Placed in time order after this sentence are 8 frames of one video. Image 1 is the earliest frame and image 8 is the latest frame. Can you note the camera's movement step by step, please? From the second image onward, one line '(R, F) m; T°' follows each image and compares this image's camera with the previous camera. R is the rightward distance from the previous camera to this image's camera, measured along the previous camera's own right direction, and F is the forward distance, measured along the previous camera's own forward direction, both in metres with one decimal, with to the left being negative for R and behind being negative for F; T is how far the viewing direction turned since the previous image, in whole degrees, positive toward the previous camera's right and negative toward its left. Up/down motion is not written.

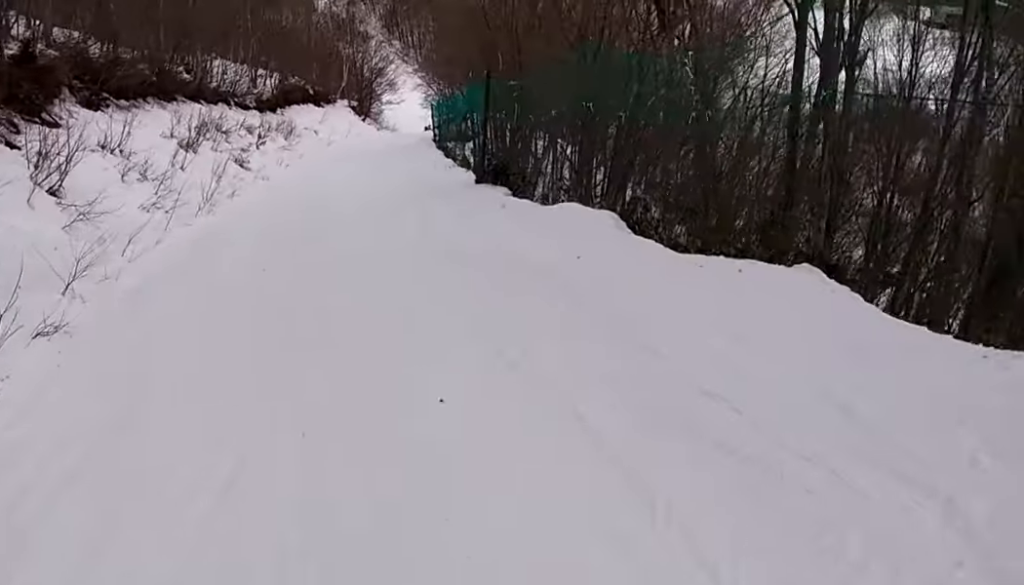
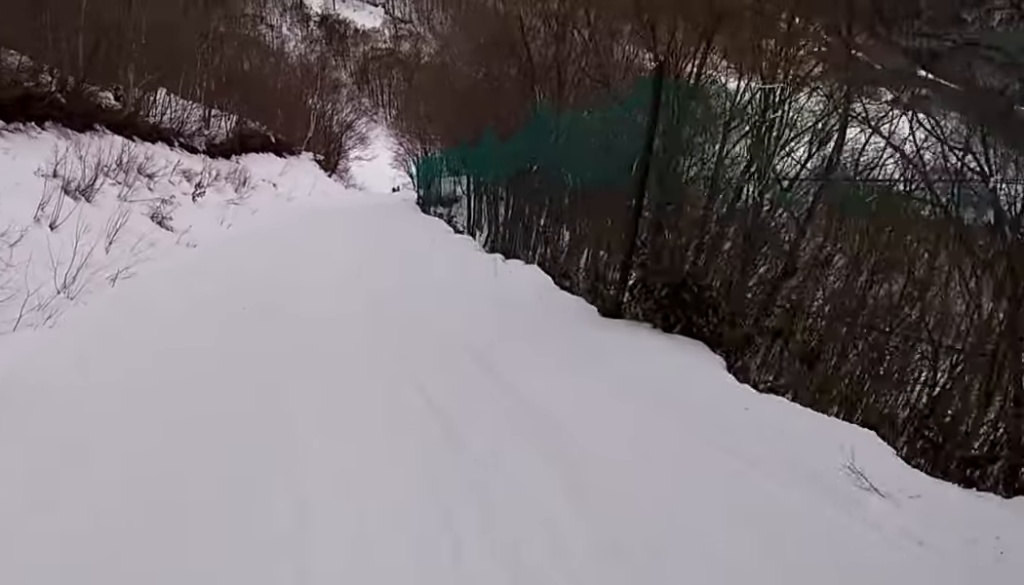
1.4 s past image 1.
(-0.3, +9.2) m; +1°
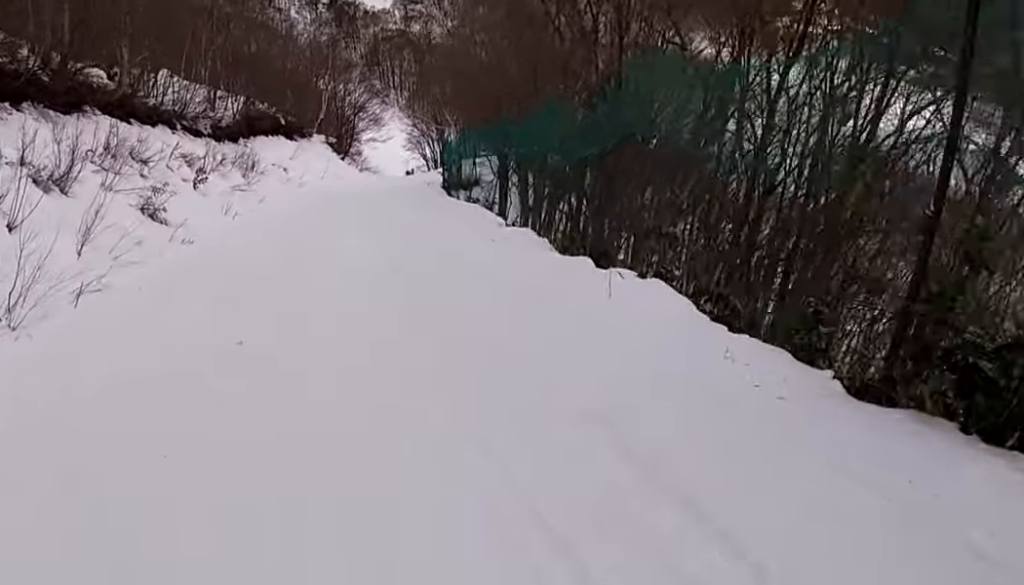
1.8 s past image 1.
(+0.1, +3.2) m; +5°
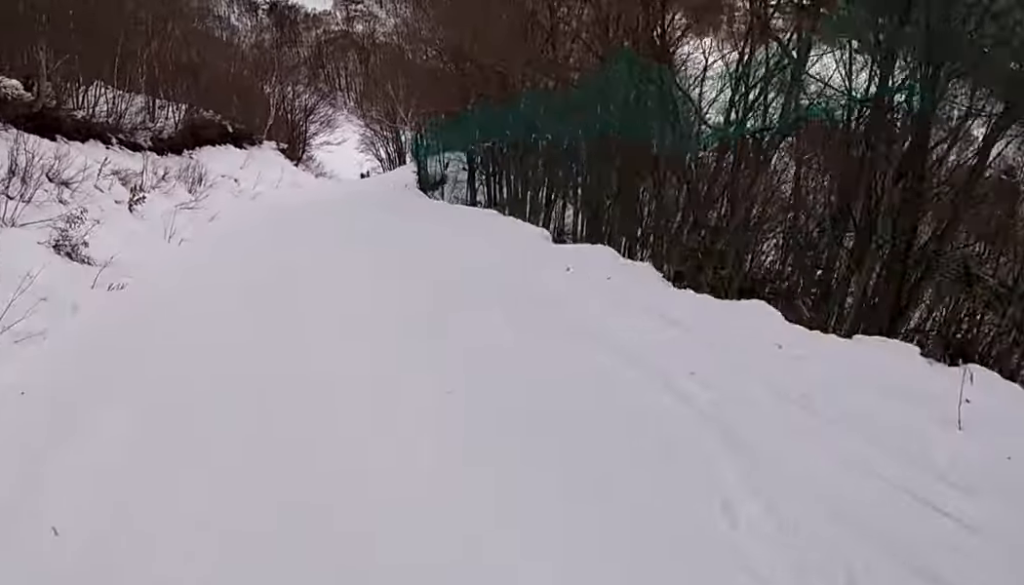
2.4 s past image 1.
(+0.1, +4.1) m; +5°
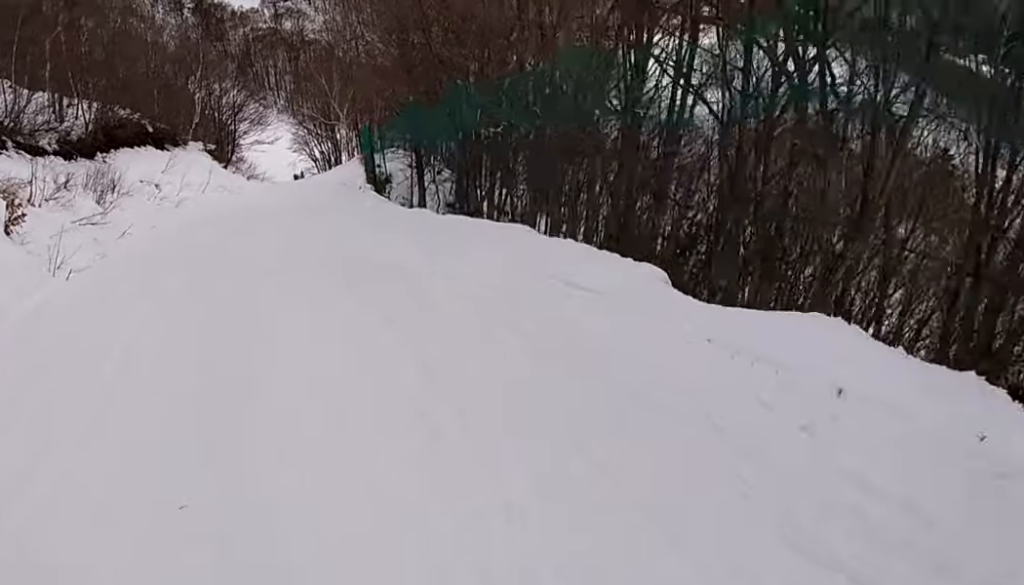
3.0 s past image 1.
(+0.6, +4.4) m; 0°
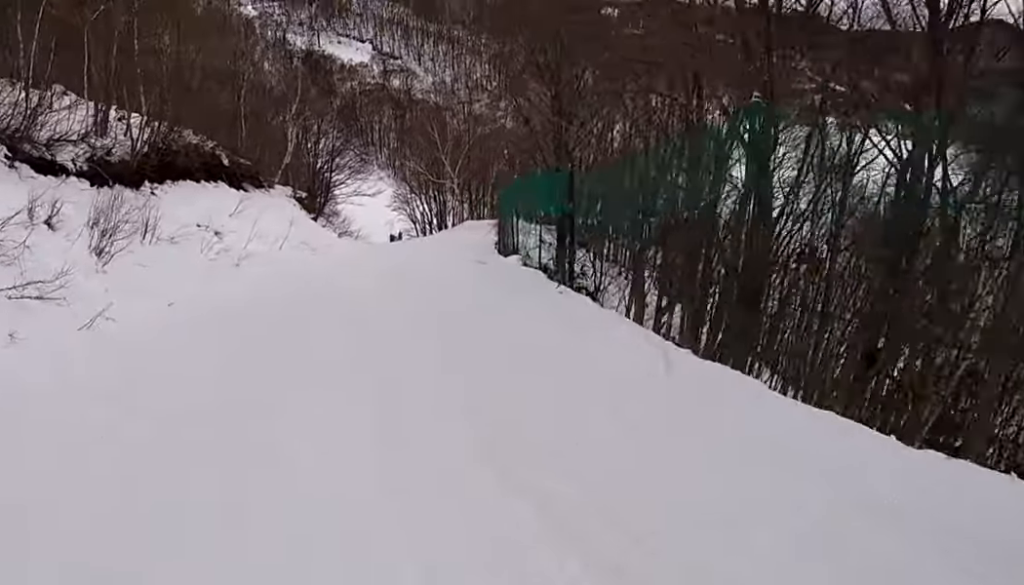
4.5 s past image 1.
(-1.0, +10.5) m; -8°
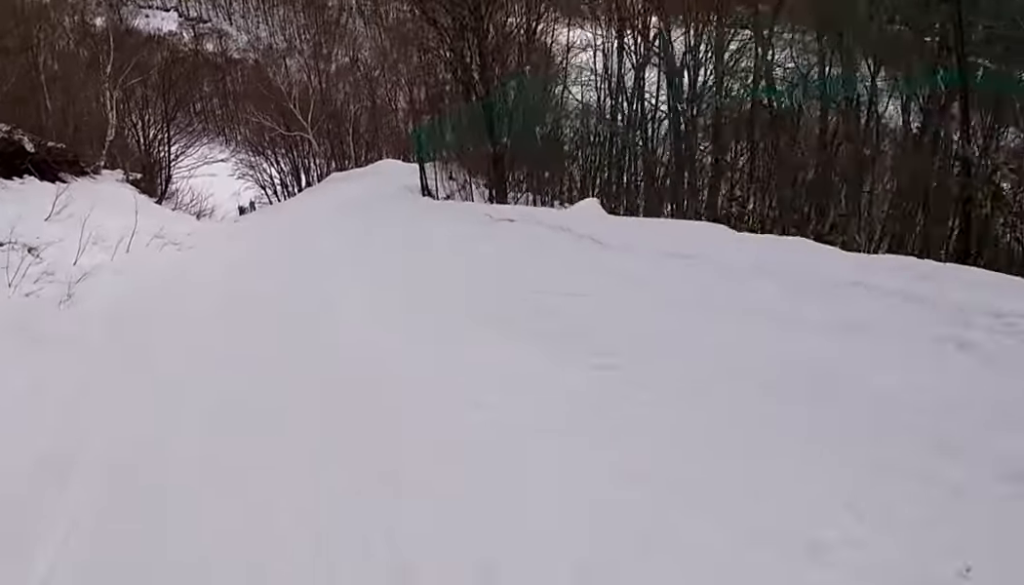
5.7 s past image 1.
(0.0, +9.3) m; +5°
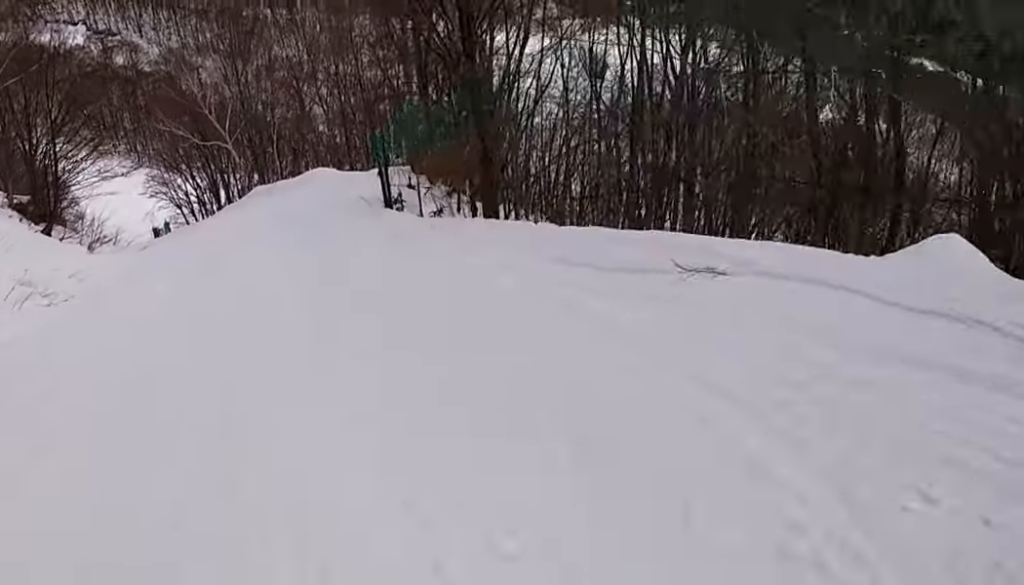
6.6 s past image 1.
(+0.5, +6.9) m; +10°
